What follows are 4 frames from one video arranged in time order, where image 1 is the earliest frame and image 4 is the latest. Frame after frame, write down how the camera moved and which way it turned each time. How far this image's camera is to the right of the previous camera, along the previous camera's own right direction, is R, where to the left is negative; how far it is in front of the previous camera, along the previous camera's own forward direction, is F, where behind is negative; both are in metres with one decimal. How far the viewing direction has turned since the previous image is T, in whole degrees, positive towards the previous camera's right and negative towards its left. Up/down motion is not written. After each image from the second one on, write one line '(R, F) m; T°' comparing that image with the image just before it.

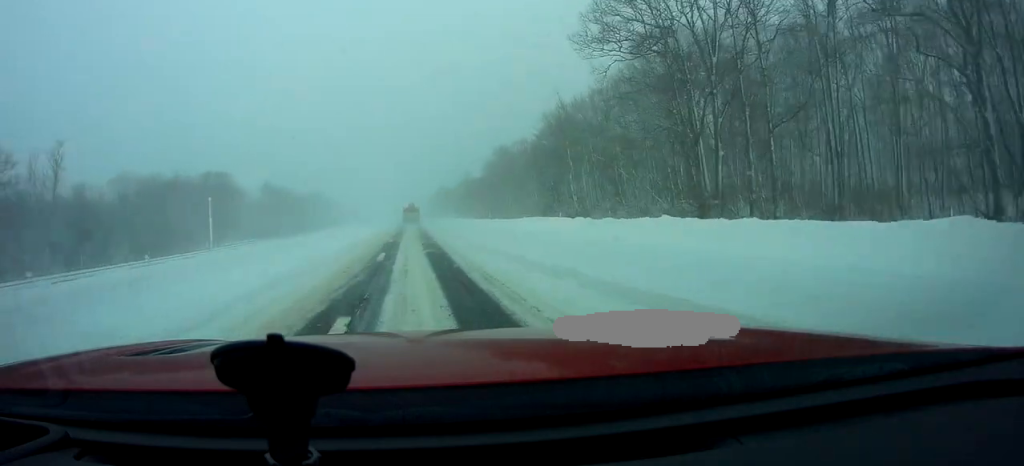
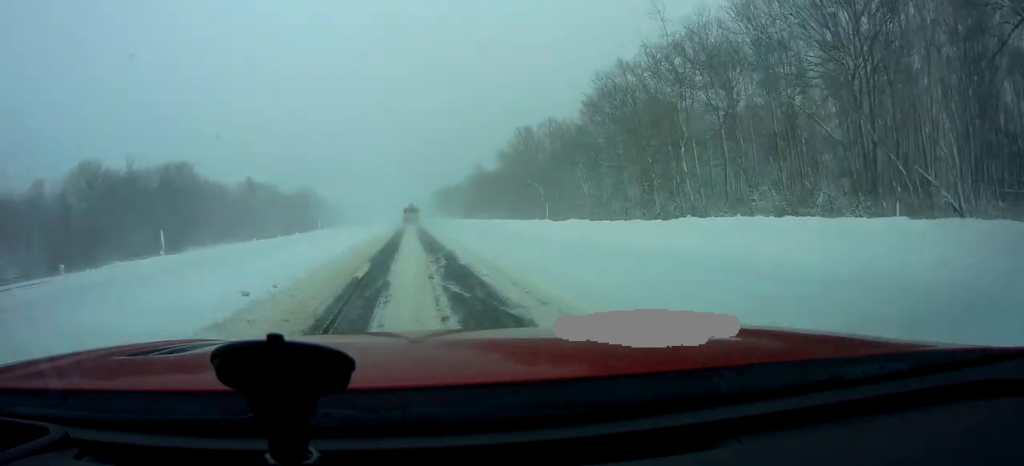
(-0.6, +27.5) m; -1°
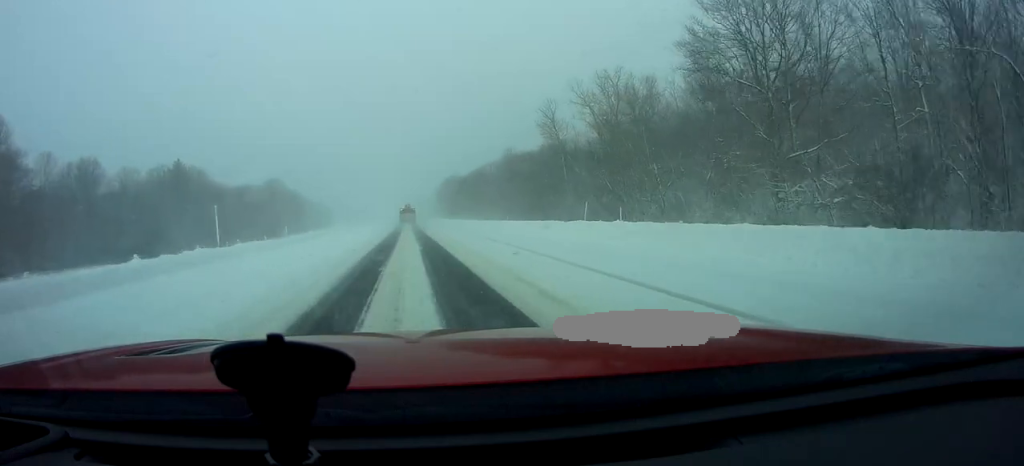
(+2.3, +72.8) m; +2°
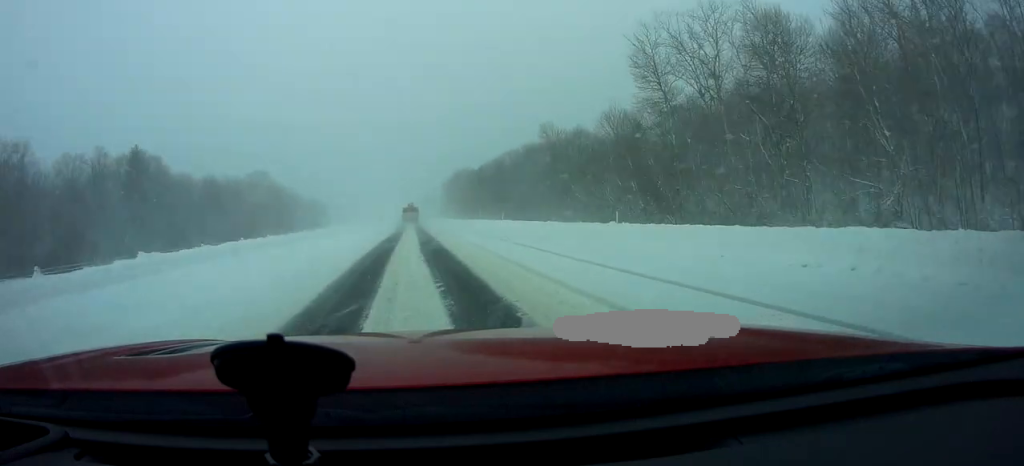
(-0.5, +29.0) m; -2°
